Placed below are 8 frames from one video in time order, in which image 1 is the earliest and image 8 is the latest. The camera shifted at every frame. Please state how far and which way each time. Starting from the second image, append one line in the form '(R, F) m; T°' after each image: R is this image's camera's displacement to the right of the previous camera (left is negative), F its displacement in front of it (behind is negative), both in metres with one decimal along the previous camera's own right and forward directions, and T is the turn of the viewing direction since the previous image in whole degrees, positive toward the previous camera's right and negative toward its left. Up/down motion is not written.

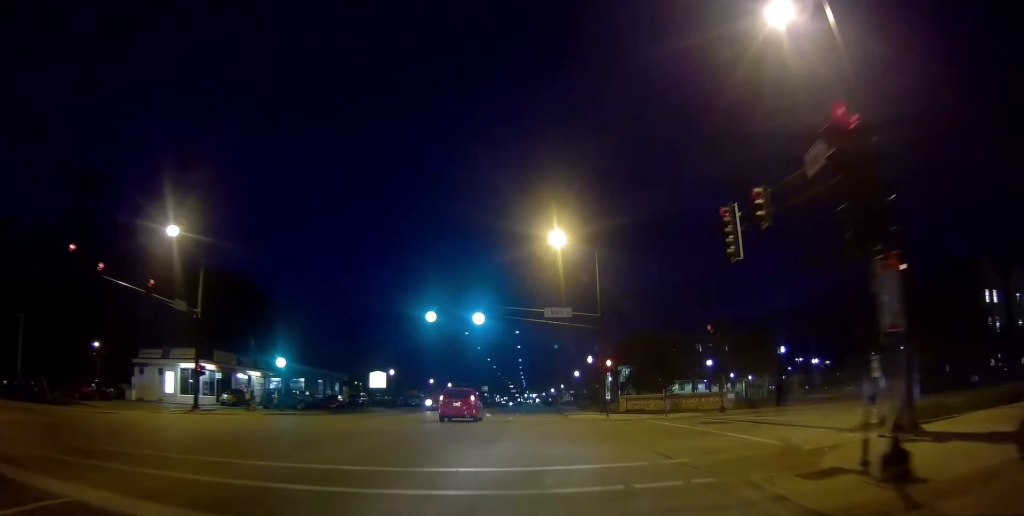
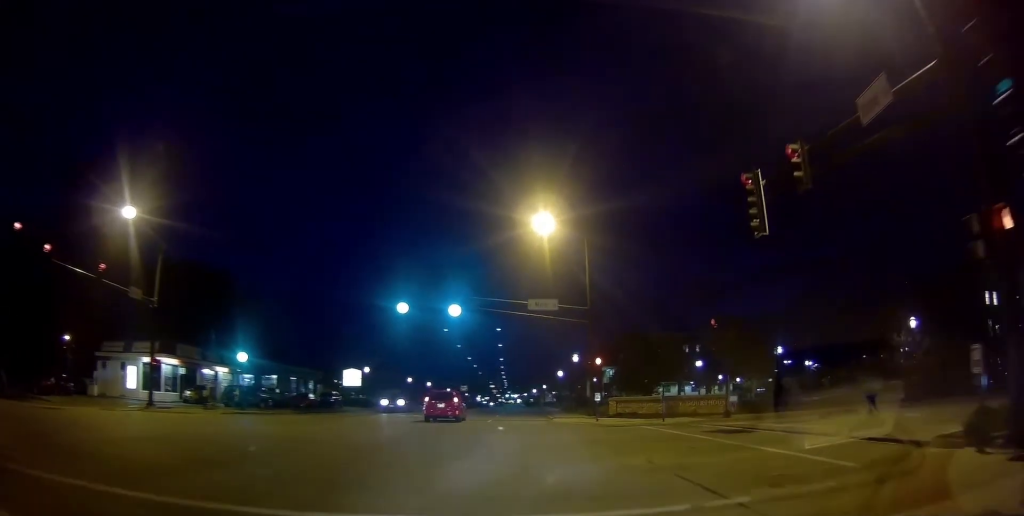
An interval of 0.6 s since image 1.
(0.0, +4.3) m; +2°
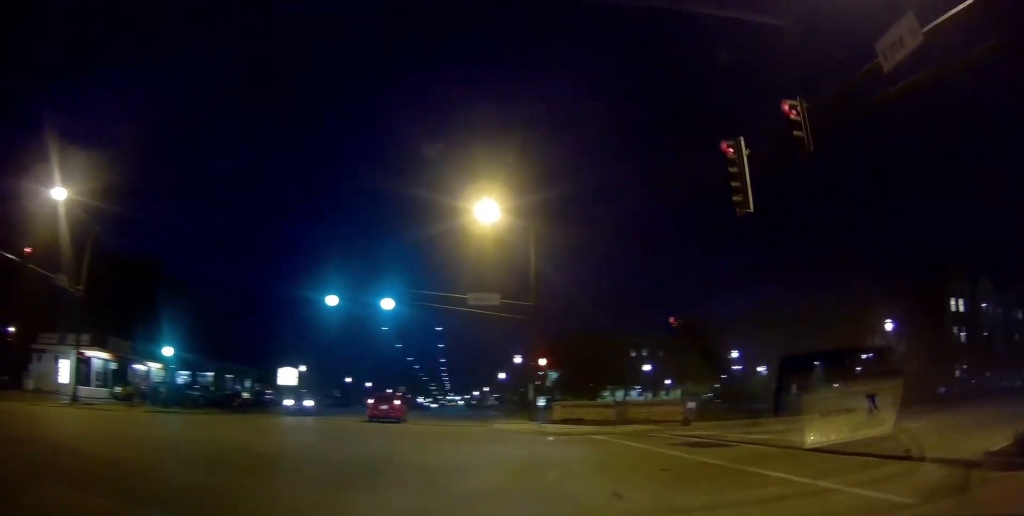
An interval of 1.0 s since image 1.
(-0.1, +3.2) m; +5°
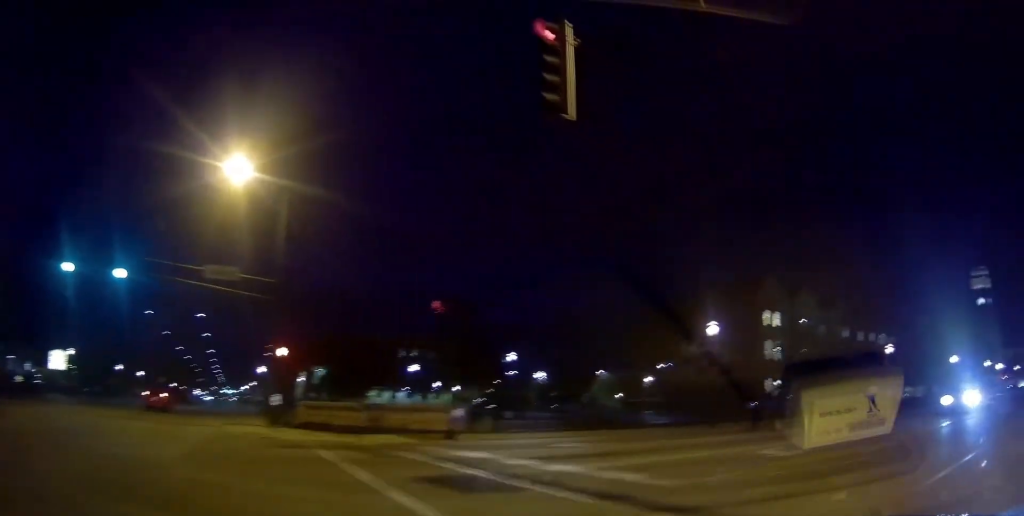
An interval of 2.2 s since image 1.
(+1.0, +6.8) m; +31°
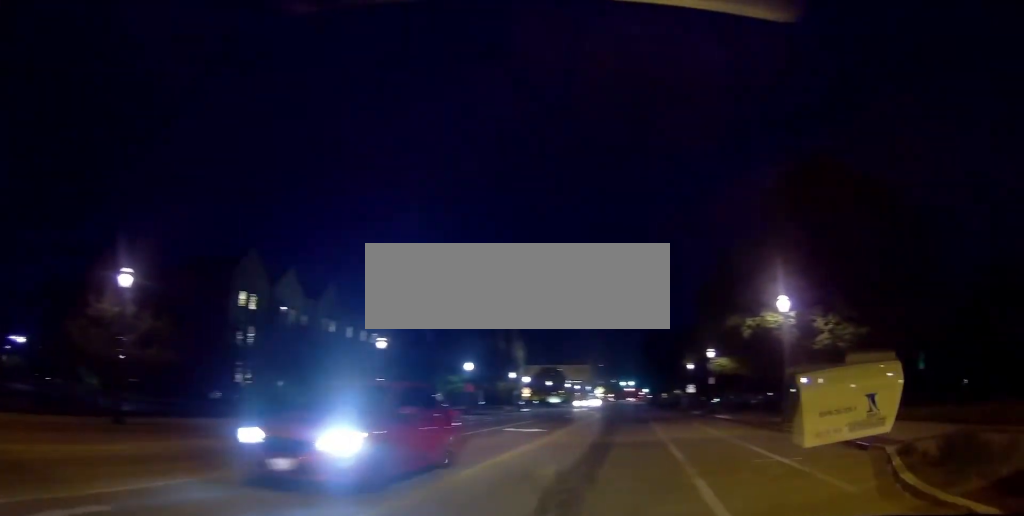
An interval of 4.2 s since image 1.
(+5.3, +7.3) m; +55°
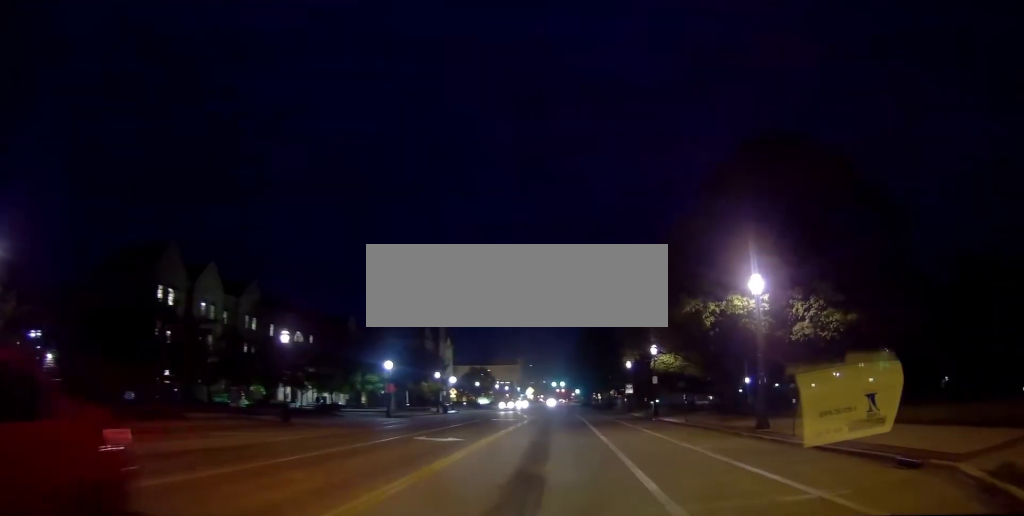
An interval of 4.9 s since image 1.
(+0.3, +4.2) m; +2°
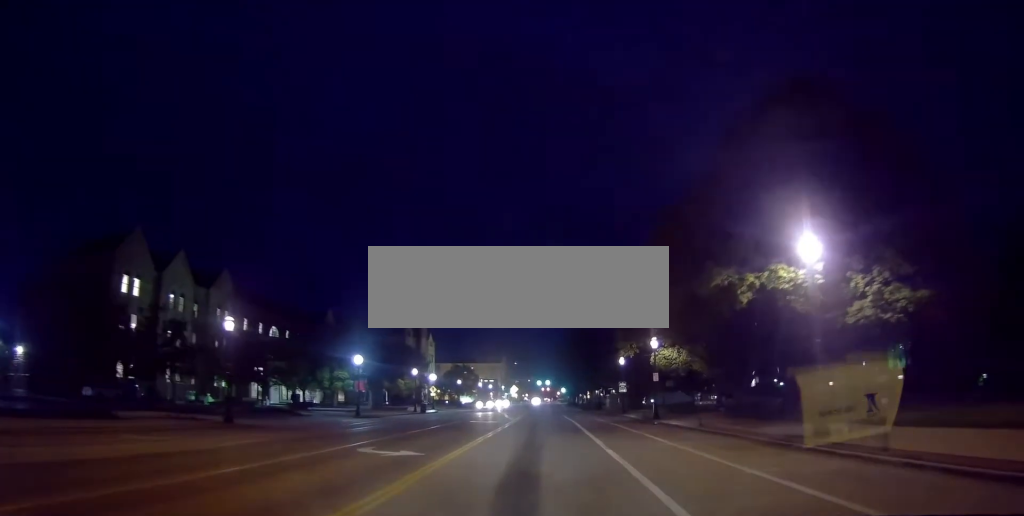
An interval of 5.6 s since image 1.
(+0.1, +4.4) m; -2°
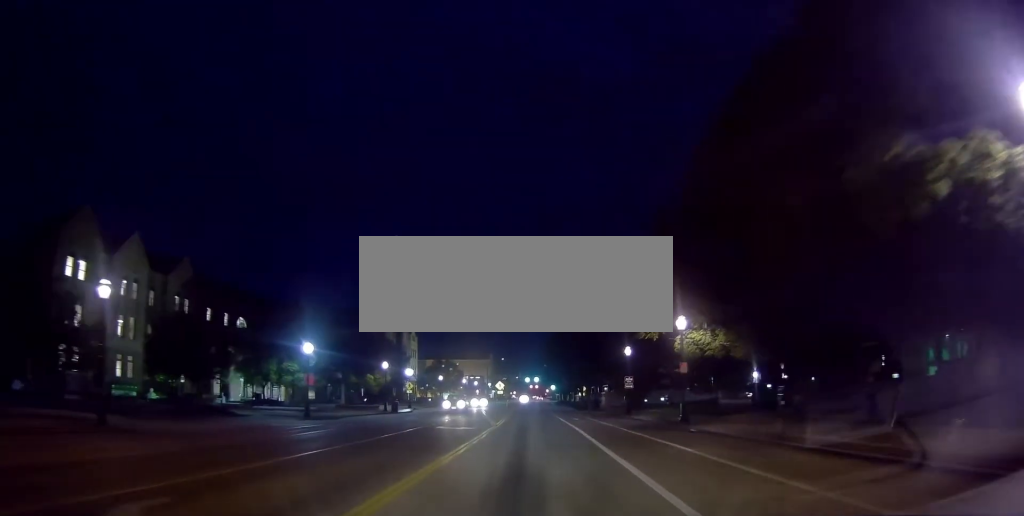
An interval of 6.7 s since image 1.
(-0.5, +8.1) m; -3°
